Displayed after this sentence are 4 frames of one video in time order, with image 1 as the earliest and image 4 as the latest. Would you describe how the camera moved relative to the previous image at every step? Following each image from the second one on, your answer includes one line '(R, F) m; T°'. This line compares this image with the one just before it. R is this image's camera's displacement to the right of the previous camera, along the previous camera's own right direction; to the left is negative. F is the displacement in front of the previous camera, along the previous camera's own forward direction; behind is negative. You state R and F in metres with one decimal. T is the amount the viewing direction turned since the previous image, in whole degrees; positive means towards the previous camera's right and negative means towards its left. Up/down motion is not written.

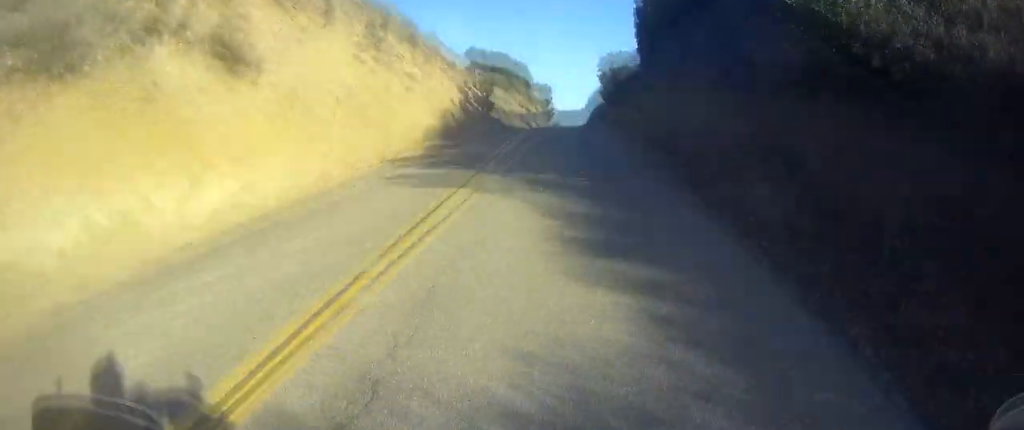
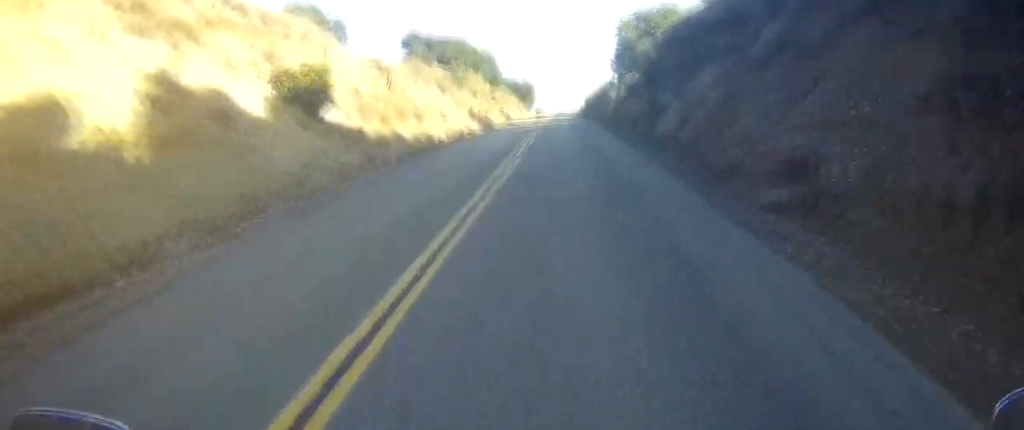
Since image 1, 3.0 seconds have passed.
(+1.2, +45.1) m; 0°
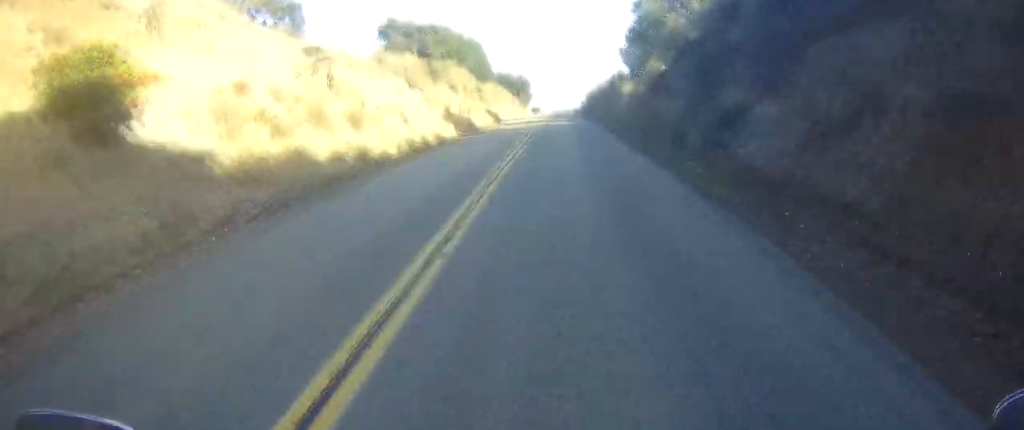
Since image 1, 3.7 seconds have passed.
(-0.7, +11.7) m; -3°
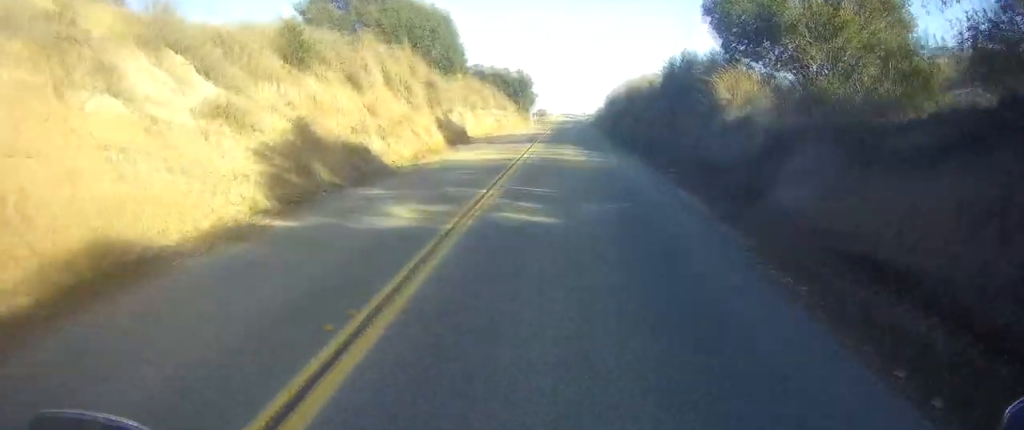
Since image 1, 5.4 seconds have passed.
(+0.3, +28.7) m; +2°
